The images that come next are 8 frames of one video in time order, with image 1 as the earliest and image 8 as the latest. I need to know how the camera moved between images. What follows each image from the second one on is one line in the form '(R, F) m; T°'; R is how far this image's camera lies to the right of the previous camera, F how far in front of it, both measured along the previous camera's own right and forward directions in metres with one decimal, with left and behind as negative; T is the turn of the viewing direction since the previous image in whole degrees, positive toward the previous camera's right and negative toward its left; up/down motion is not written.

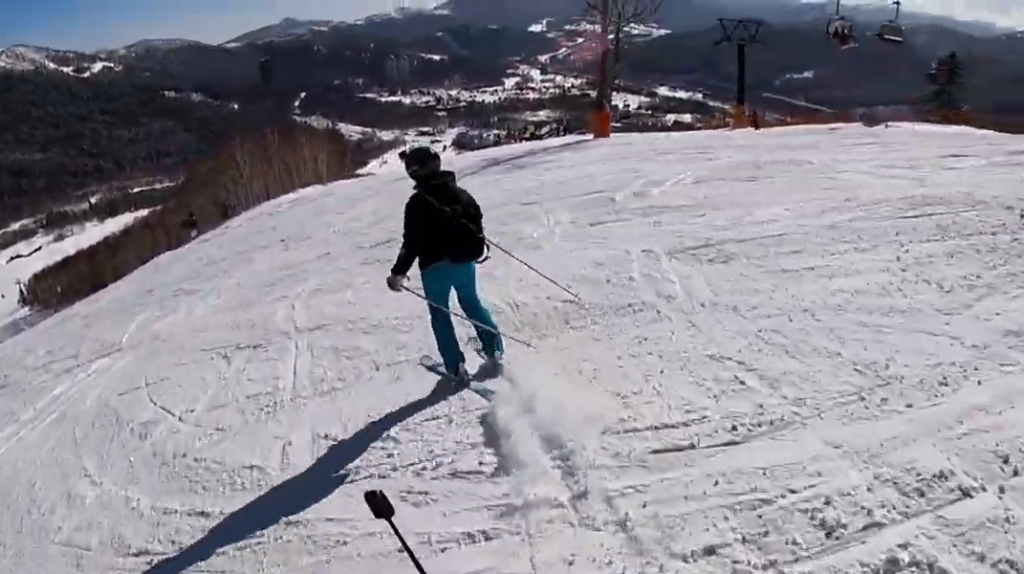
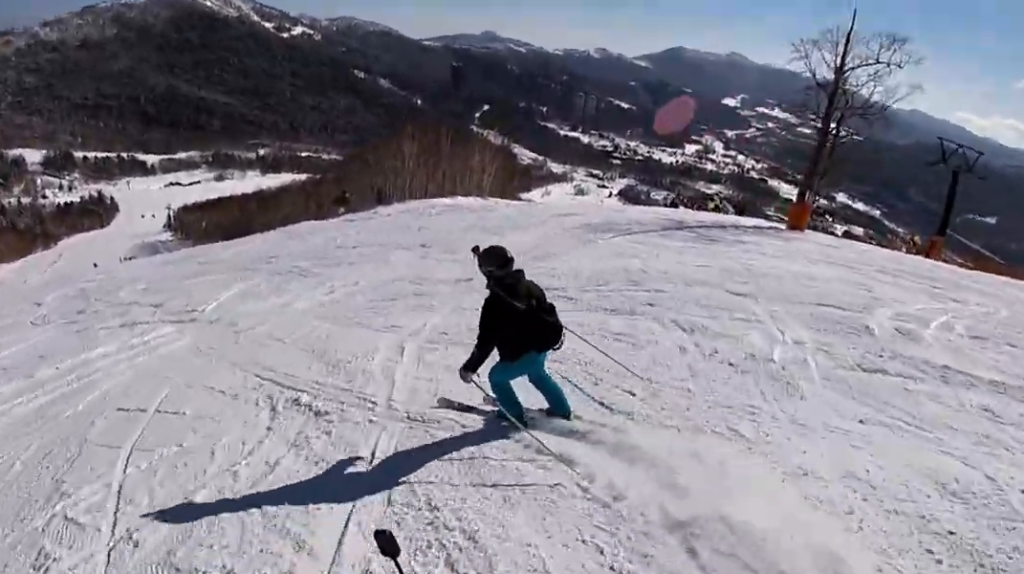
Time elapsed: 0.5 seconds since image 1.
(+0.2, +3.0) m; -6°
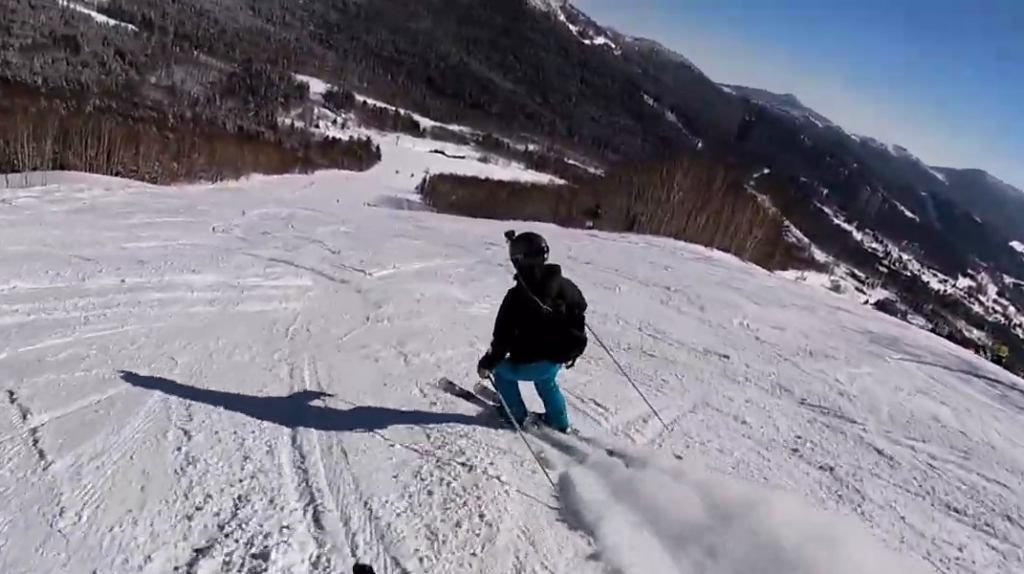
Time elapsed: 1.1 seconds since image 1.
(-0.6, +3.6) m; -18°
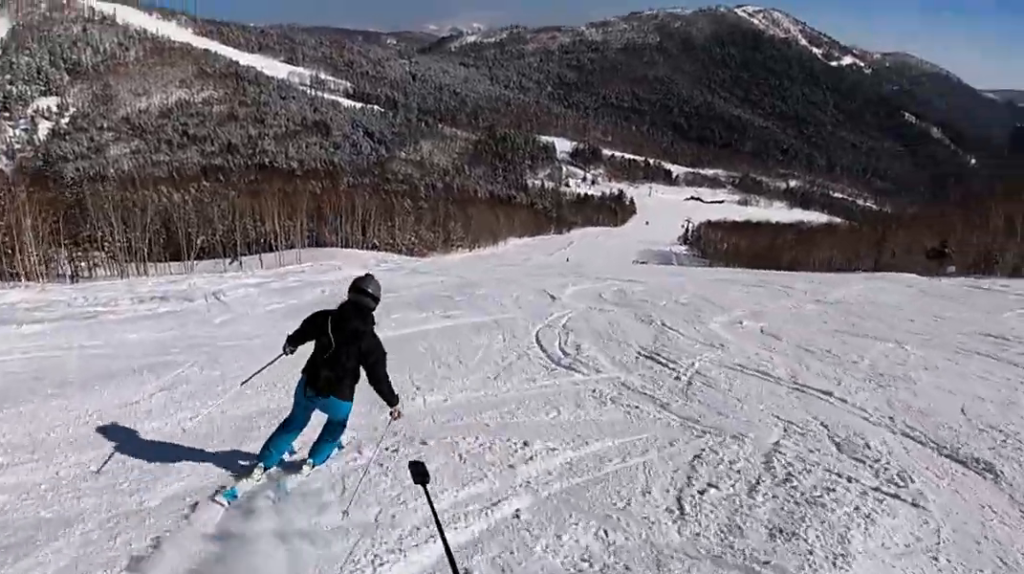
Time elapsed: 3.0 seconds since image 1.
(-3.1, +11.8) m; +3°
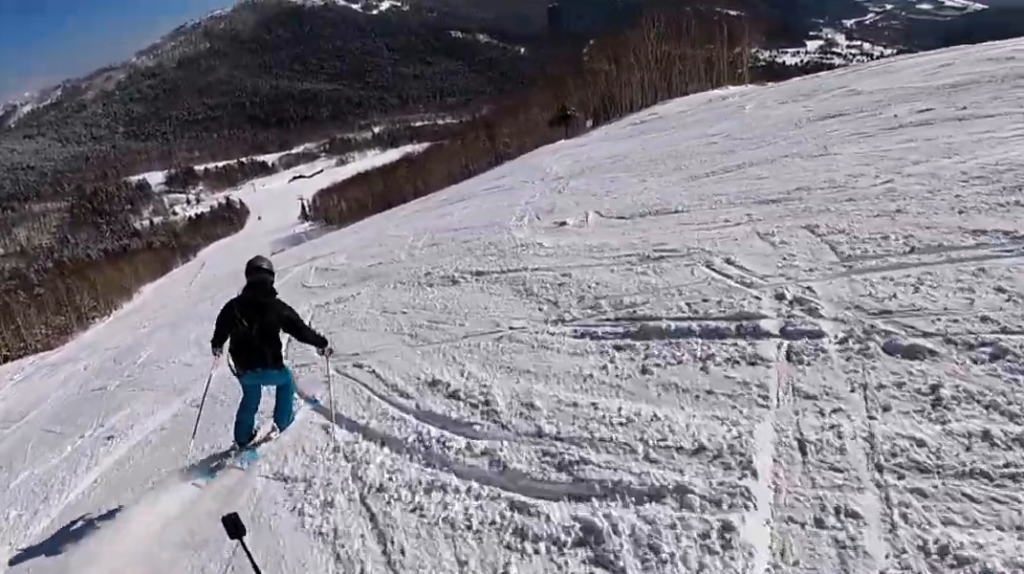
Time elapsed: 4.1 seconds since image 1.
(+2.1, +6.9) m; +16°
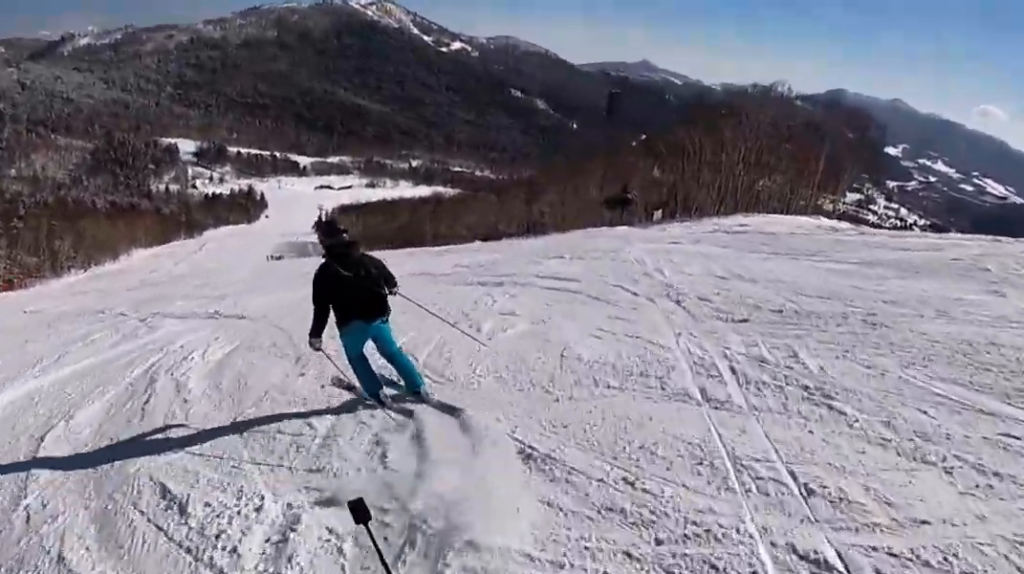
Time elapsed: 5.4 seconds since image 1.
(-0.6, +9.3) m; -23°
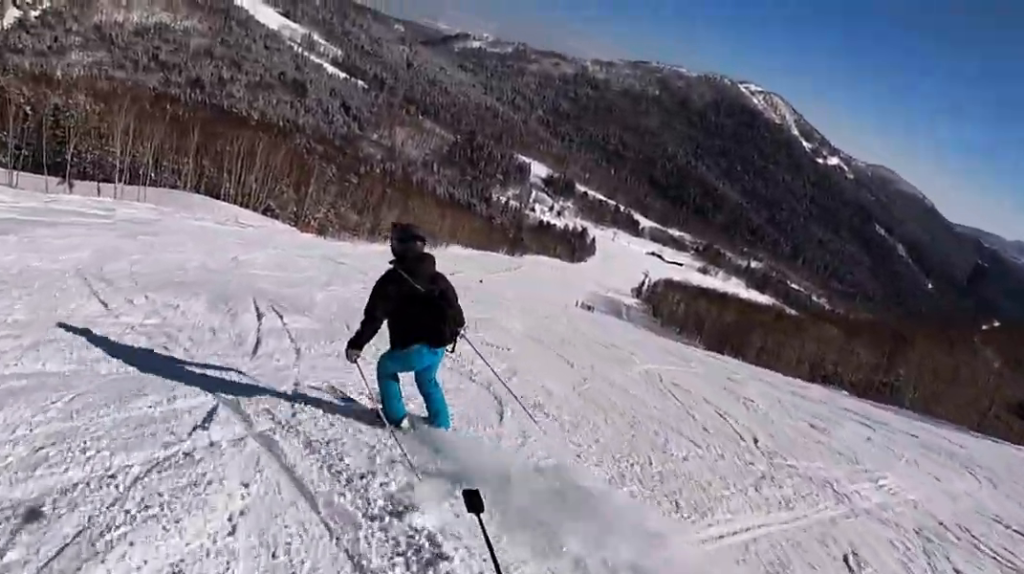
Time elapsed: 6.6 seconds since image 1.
(-2.5, +9.2) m; -16°
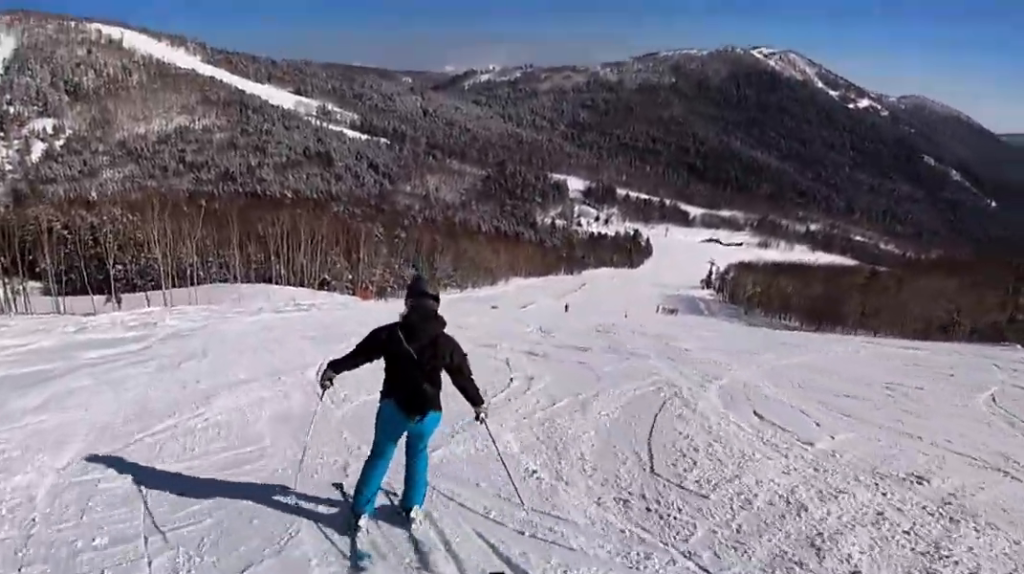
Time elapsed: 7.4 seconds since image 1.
(-0.2, +5.7) m; +11°
